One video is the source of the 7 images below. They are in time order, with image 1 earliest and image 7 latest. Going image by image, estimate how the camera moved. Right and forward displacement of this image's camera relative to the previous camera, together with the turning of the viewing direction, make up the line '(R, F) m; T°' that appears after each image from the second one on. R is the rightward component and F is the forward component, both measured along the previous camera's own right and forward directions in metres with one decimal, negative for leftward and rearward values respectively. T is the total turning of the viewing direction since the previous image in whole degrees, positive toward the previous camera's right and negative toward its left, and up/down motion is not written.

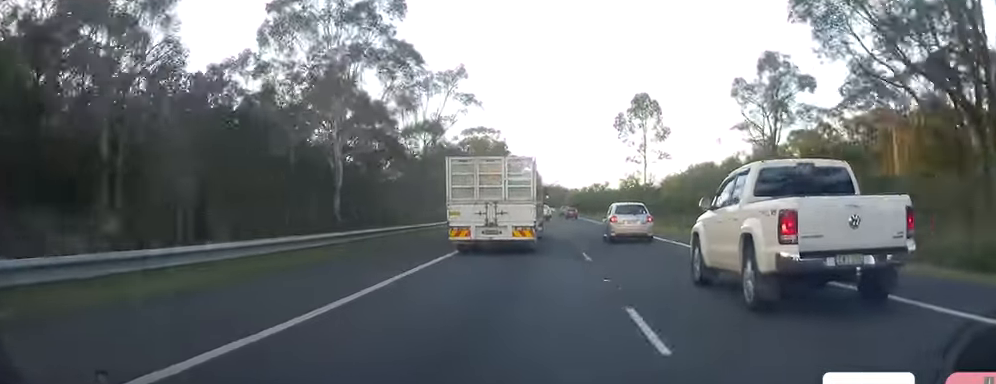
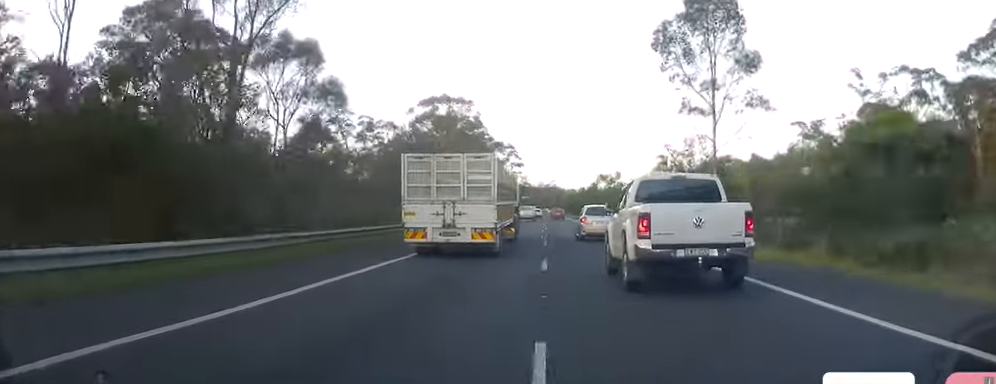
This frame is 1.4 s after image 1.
(+1.1, +37.7) m; +1°
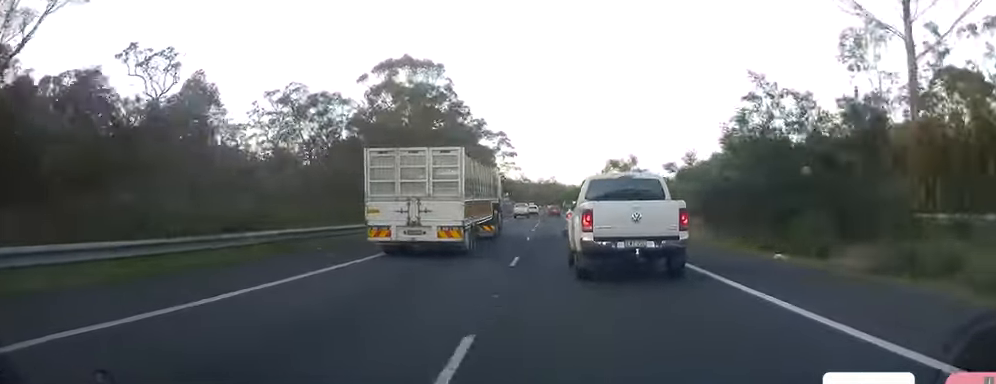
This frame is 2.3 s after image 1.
(-0.5, +23.7) m; -1°
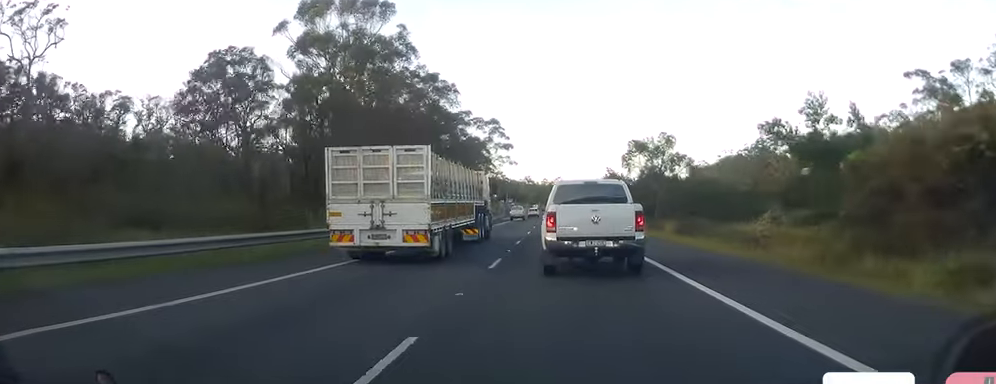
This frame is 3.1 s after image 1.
(-0.2, +23.9) m; -1°
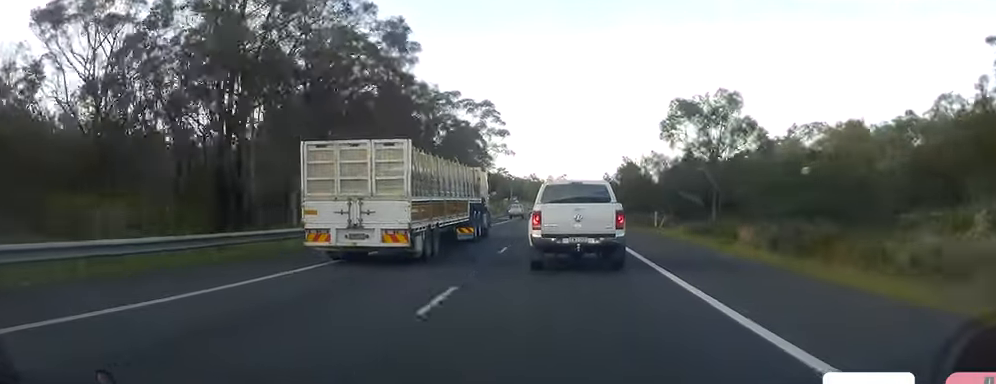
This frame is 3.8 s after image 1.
(+0.2, +19.3) m; 0°
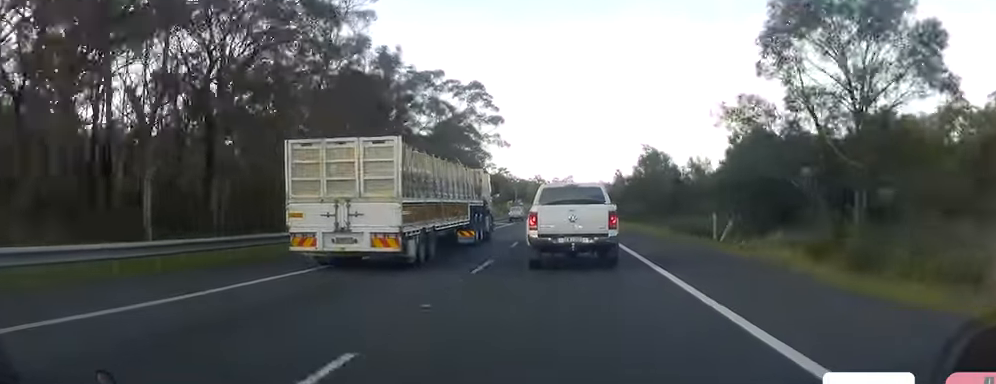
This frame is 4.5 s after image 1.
(-0.4, +17.4) m; 0°
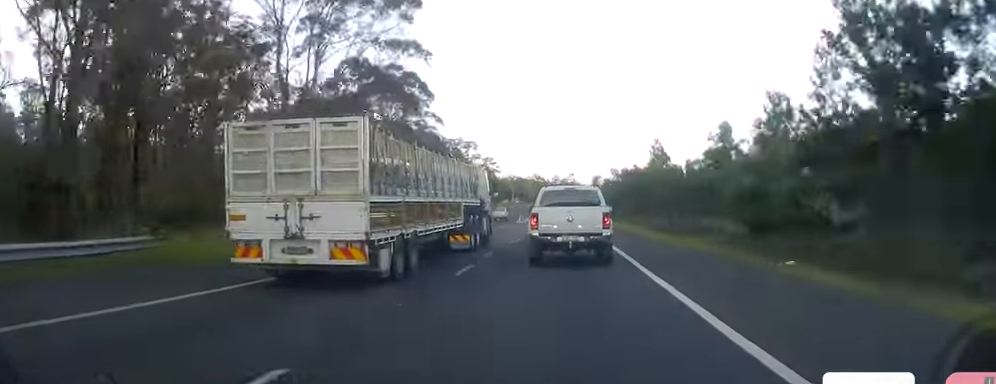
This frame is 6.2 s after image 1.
(+0.7, +48.2) m; +1°
